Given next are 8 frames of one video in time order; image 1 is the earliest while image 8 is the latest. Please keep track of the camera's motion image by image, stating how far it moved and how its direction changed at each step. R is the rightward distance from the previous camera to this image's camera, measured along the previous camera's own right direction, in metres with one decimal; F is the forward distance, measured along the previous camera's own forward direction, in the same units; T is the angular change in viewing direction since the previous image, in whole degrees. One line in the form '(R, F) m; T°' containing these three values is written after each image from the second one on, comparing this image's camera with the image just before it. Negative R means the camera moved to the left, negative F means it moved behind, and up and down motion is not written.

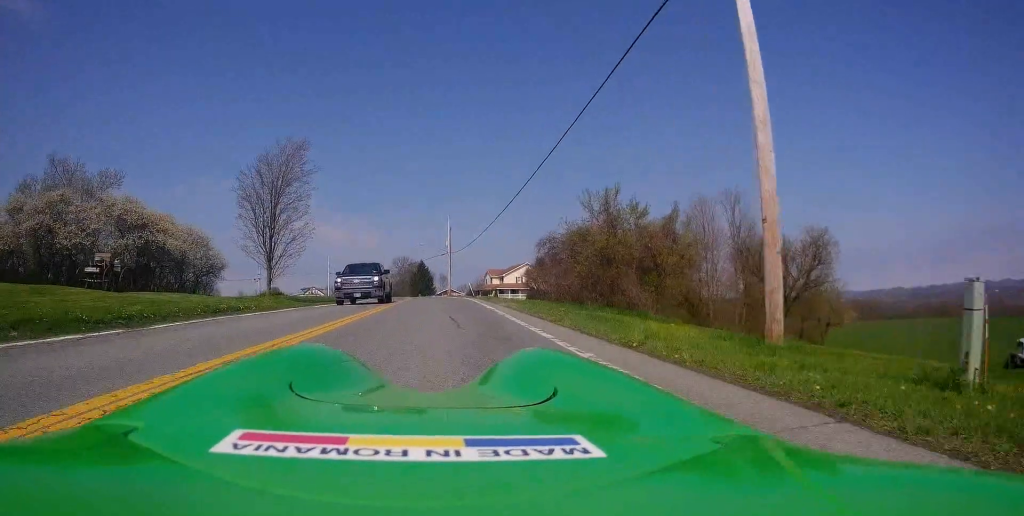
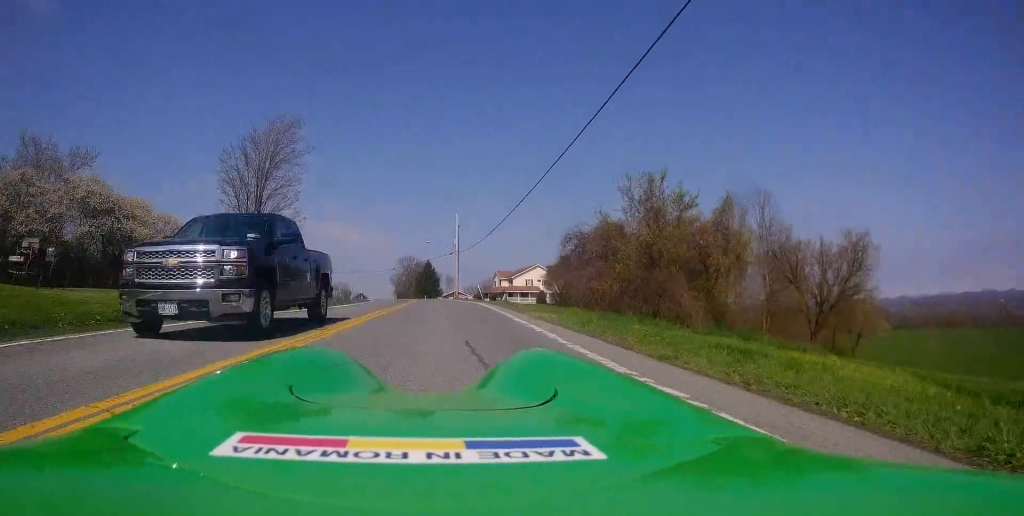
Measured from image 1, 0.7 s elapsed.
(-0.3, +5.4) m; -4°
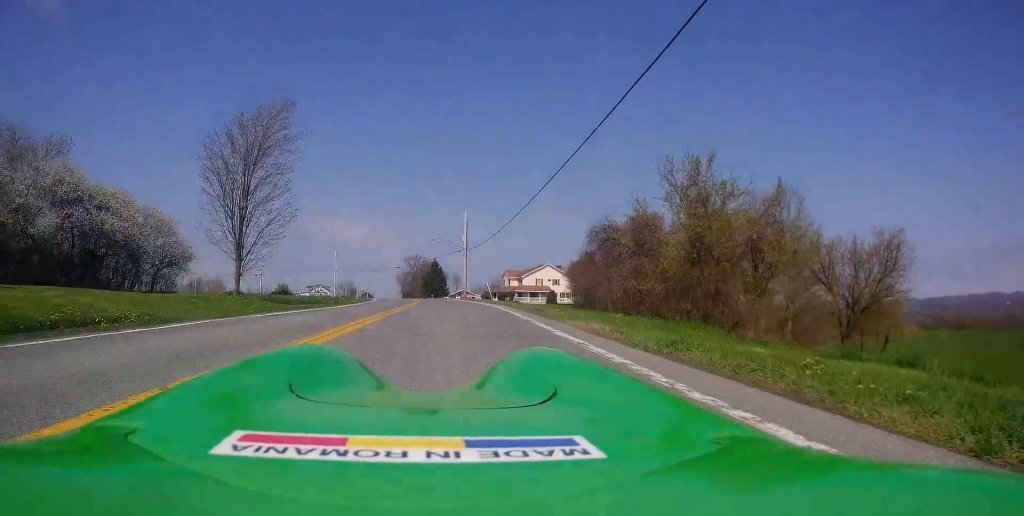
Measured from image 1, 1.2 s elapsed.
(-0.3, +4.1) m; -4°
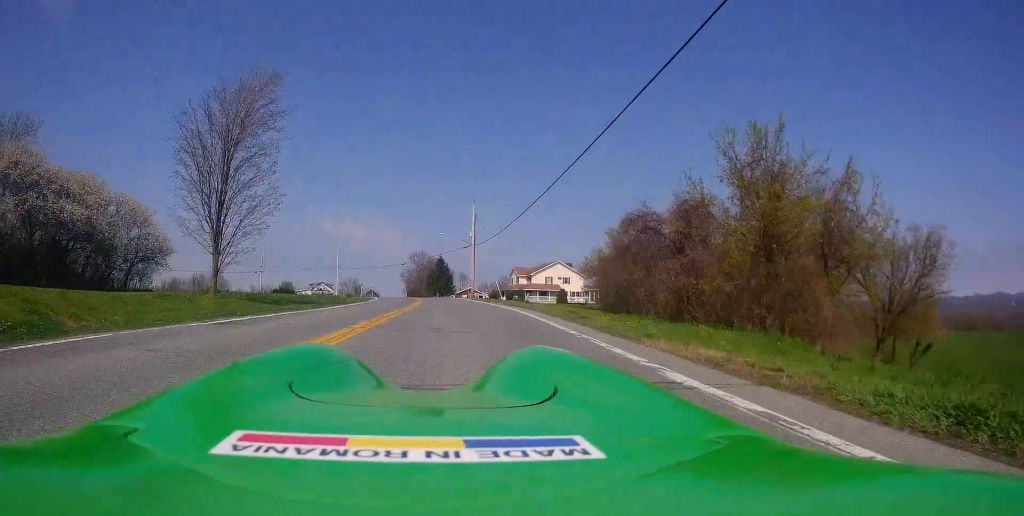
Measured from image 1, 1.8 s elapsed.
(0.0, +4.3) m; +2°
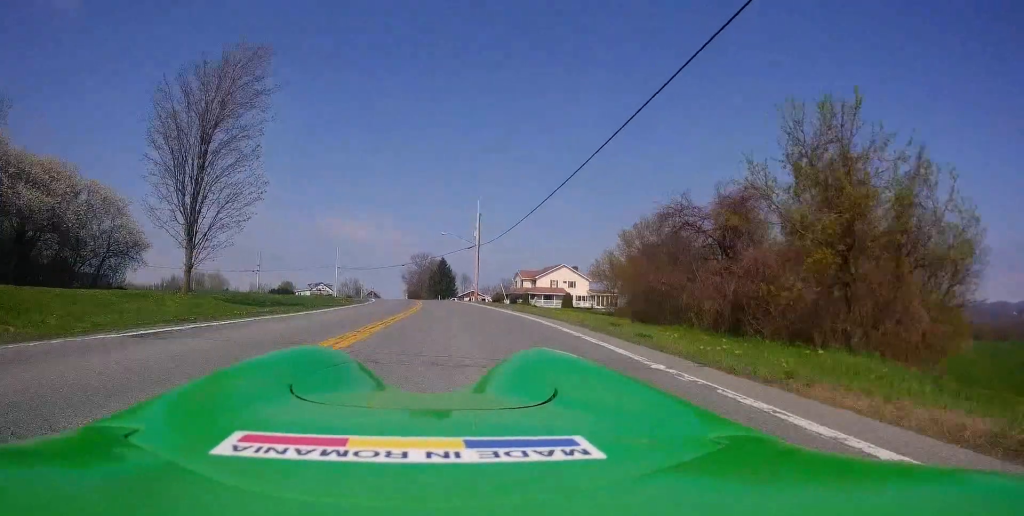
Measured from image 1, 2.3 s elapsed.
(0.0, +3.6) m; +1°
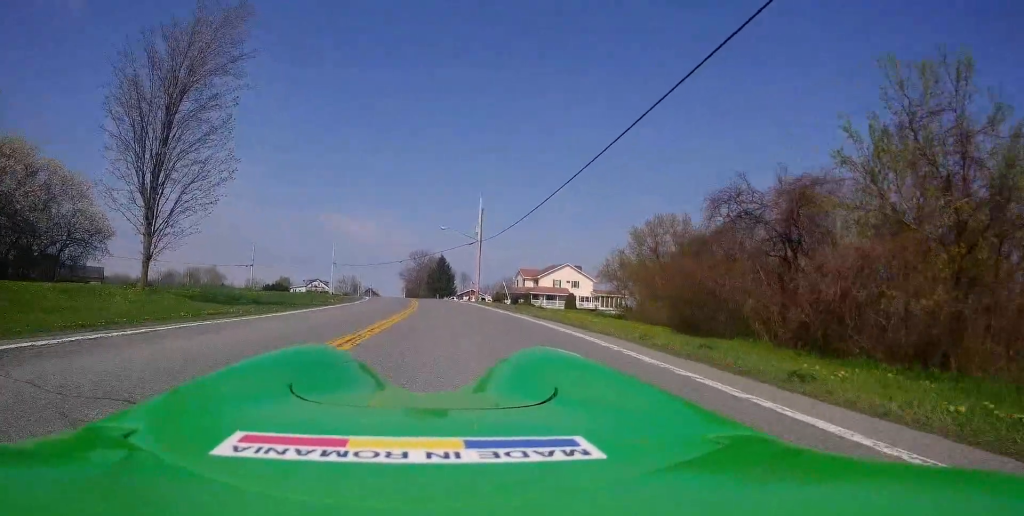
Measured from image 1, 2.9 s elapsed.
(+0.2, +4.1) m; 0°
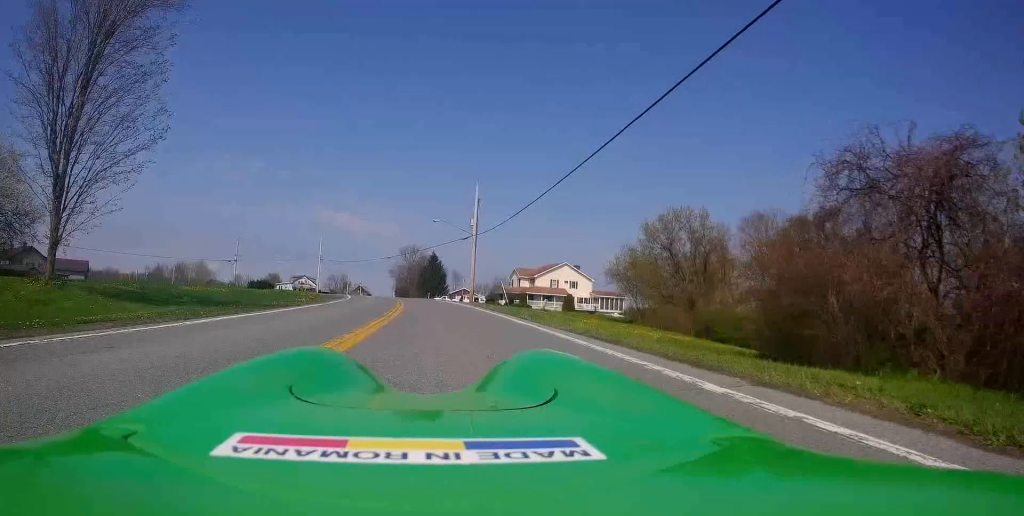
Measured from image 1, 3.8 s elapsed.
(-0.1, +5.8) m; -1°
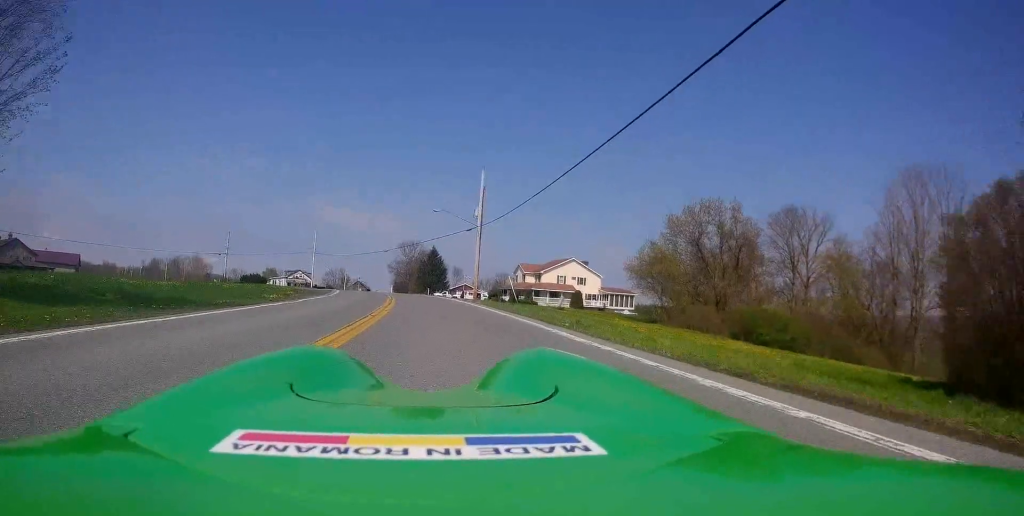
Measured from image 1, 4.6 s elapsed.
(-0.1, +5.9) m; 0°
